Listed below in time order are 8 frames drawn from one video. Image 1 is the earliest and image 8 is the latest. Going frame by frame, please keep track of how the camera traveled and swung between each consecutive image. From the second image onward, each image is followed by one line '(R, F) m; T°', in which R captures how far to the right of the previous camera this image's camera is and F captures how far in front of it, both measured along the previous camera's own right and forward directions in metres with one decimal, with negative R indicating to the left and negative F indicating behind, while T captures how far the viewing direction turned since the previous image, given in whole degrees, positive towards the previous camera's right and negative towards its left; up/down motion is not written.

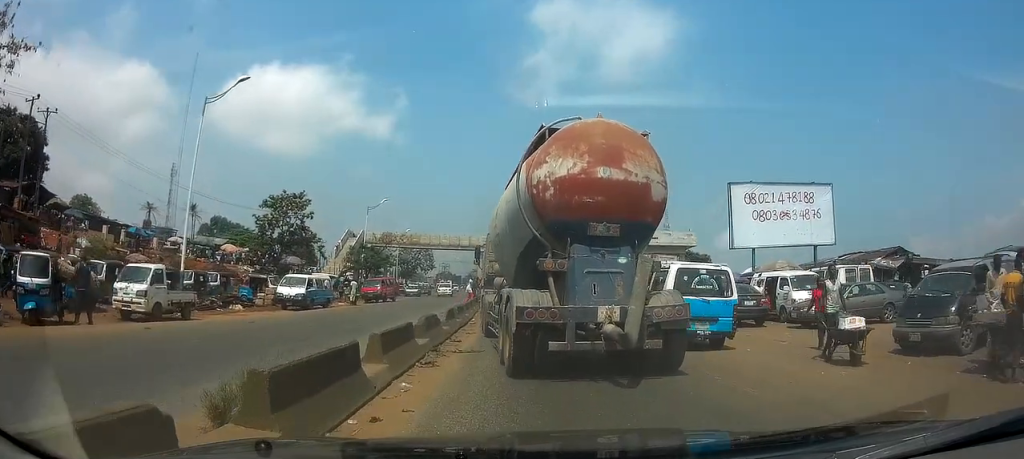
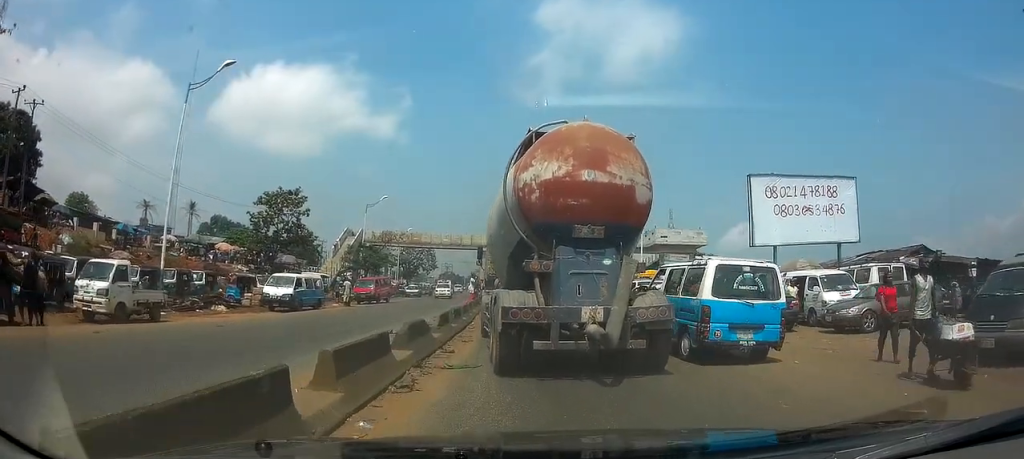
(0.0, +2.1) m; -1°
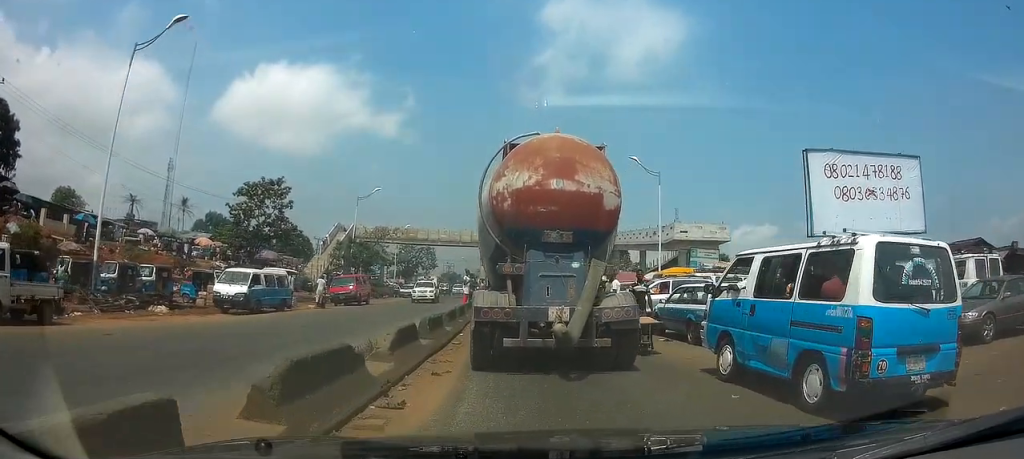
(-0.1, +5.6) m; 0°
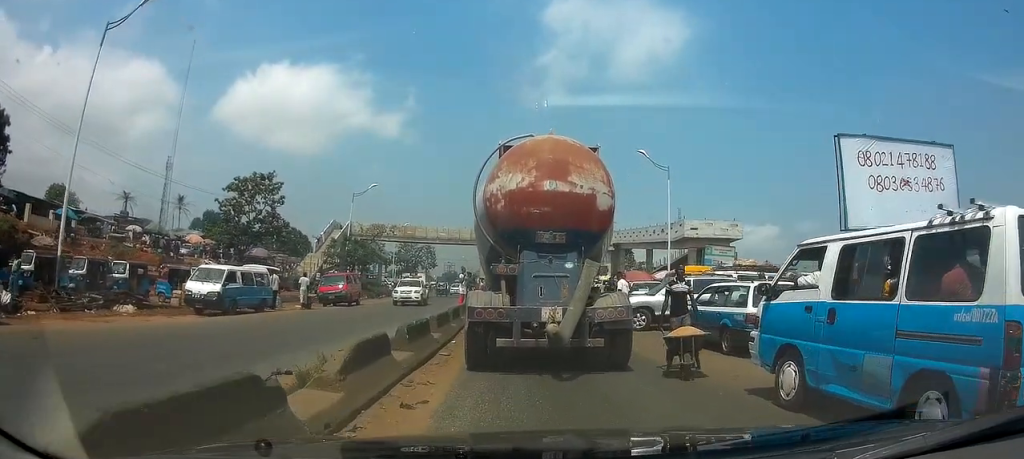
(0.0, +2.4) m; 0°
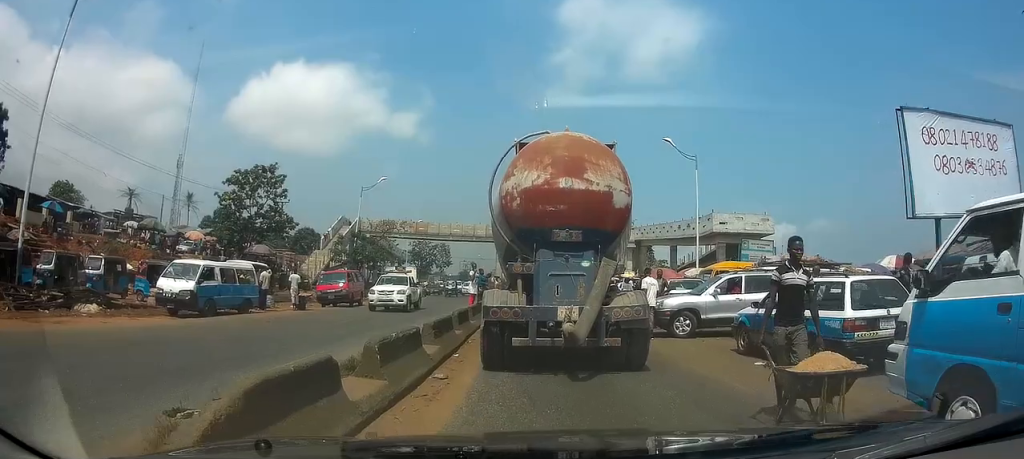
(+0.1, +2.9) m; 0°
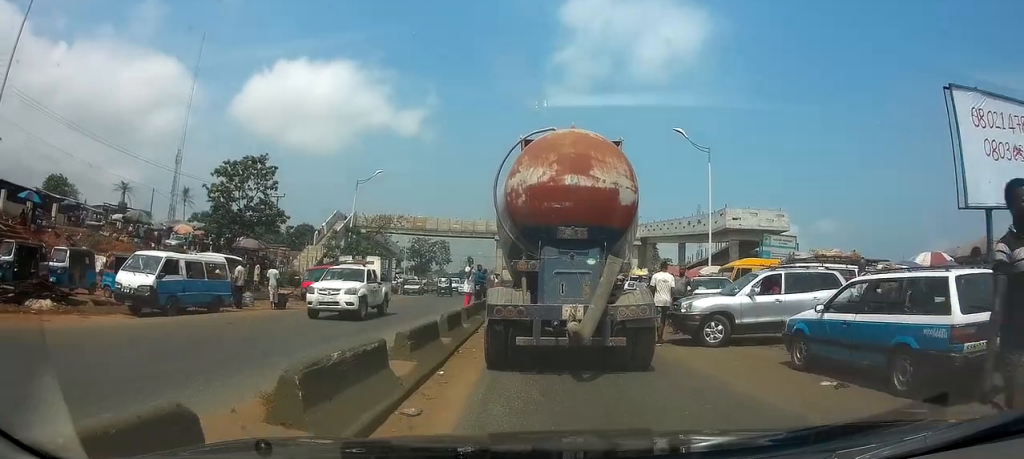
(-0.1, +2.2) m; 0°
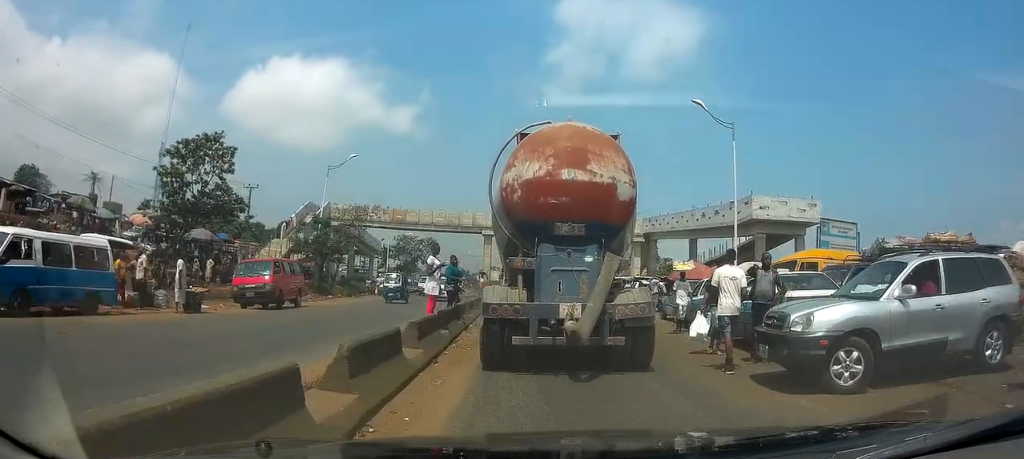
(-0.1, +6.0) m; -1°
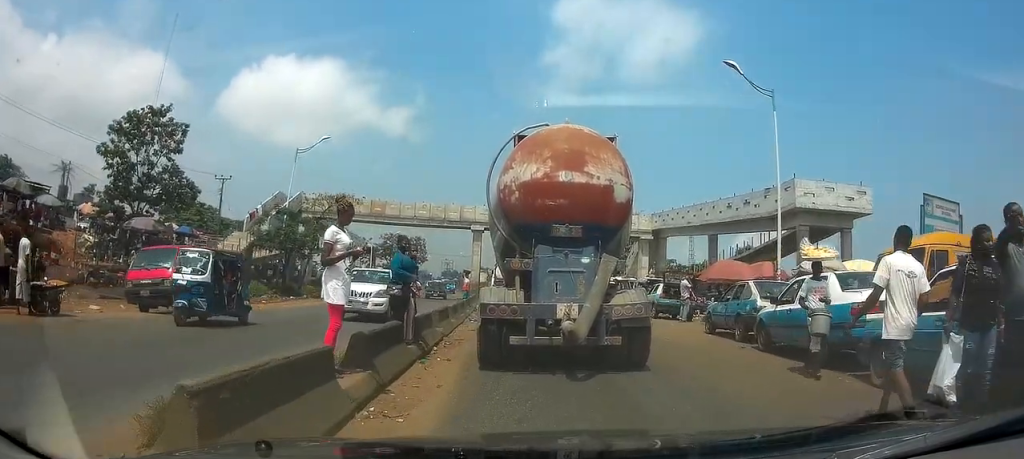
(0.0, +6.3) m; 0°
